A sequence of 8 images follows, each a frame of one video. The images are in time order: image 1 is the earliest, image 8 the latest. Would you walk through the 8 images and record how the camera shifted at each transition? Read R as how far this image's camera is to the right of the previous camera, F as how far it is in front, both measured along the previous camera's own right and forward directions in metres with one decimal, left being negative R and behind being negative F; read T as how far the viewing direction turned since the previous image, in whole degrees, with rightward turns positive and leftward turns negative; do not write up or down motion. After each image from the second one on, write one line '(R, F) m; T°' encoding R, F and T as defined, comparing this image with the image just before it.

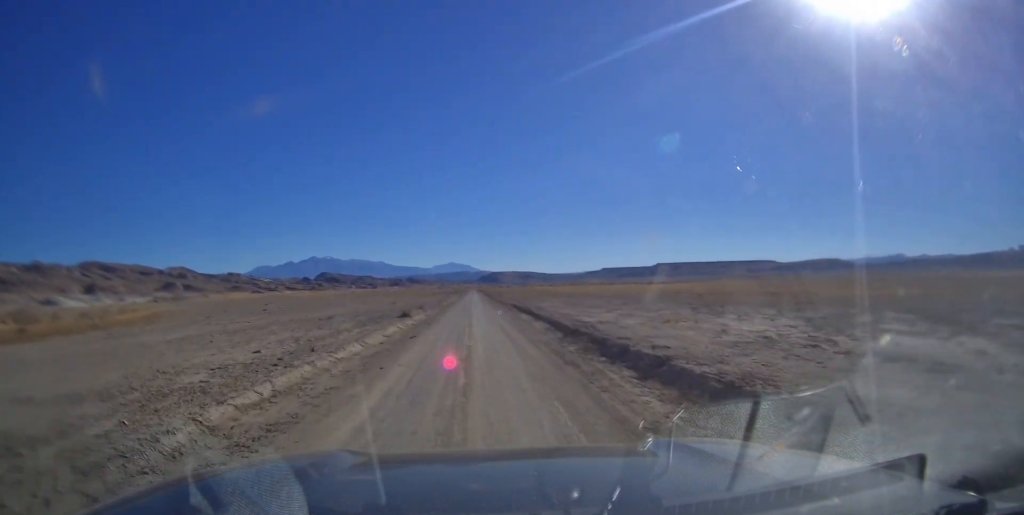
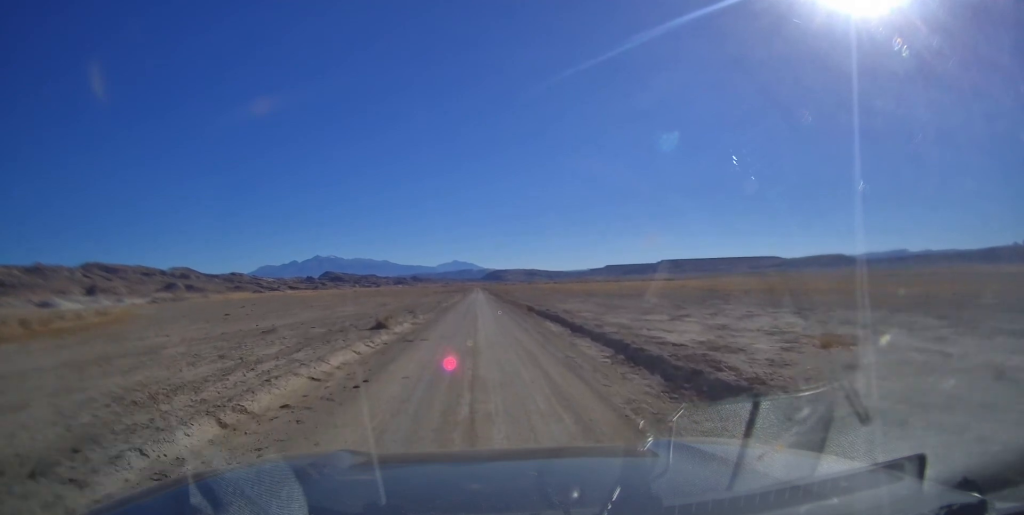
(0.0, +8.8) m; 0°
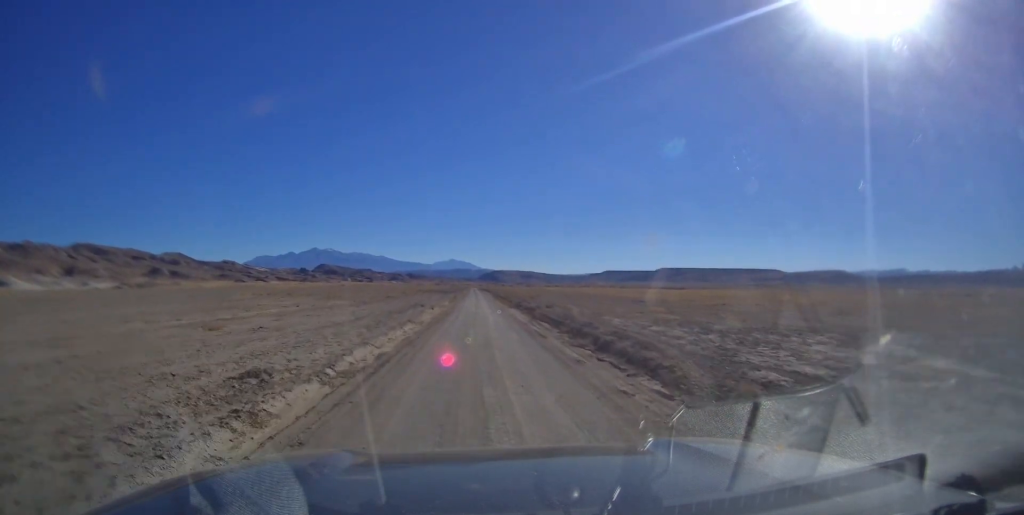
(+0.2, +47.1) m; +1°
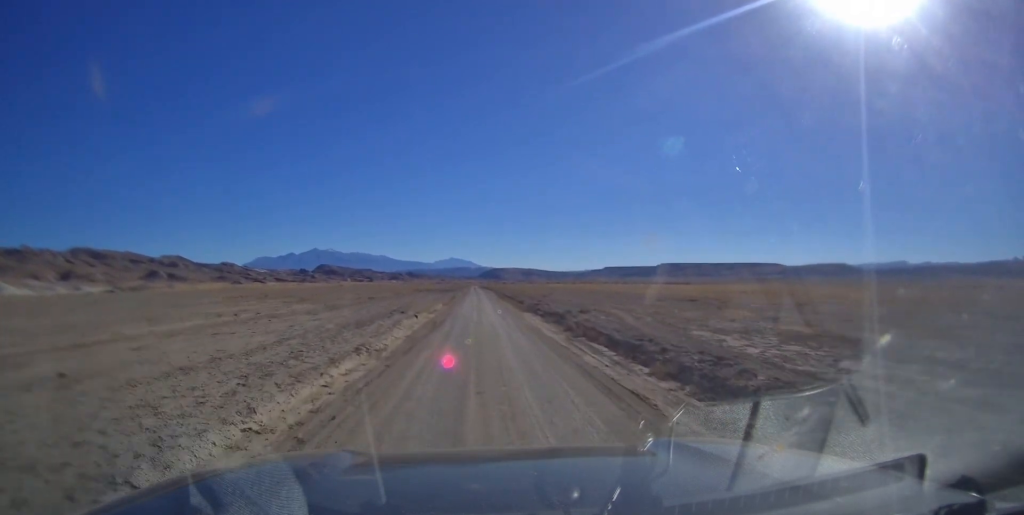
(+0.4, +10.6) m; 0°
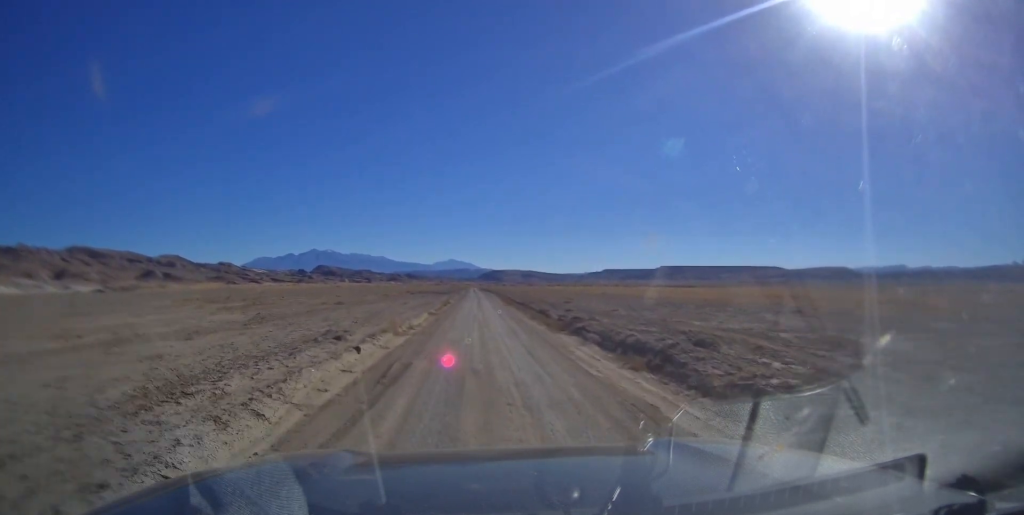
(-0.4, +13.5) m; -1°
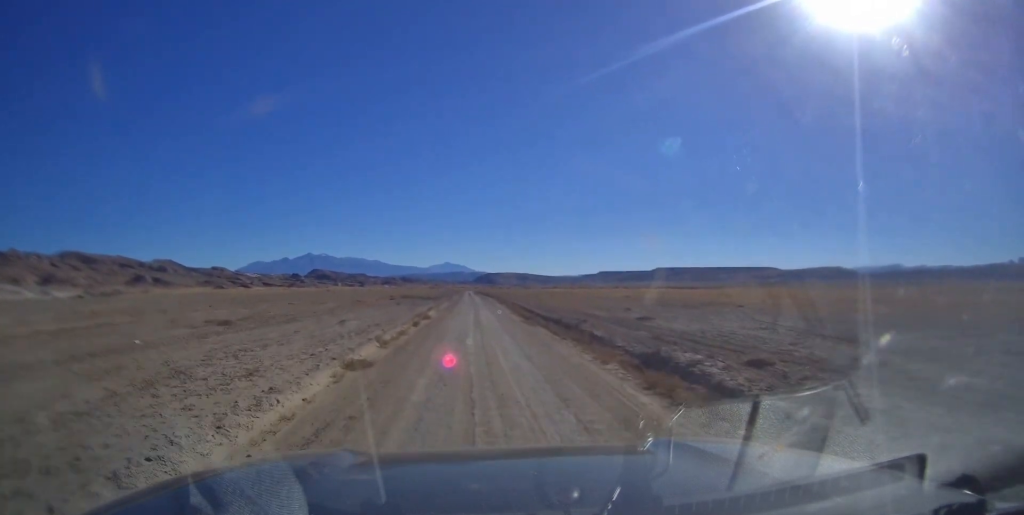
(-0.3, +20.4) m; 0°
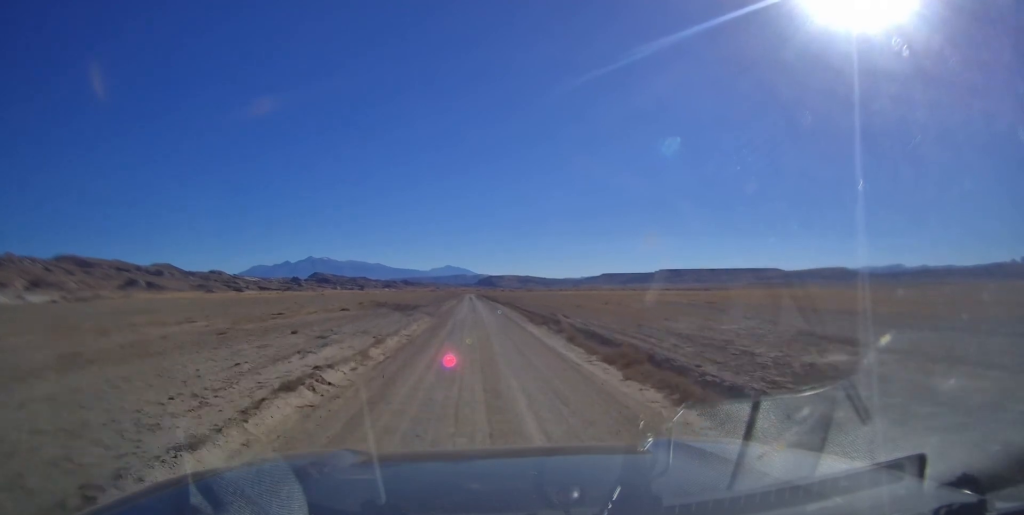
(+0.2, +30.6) m; +1°
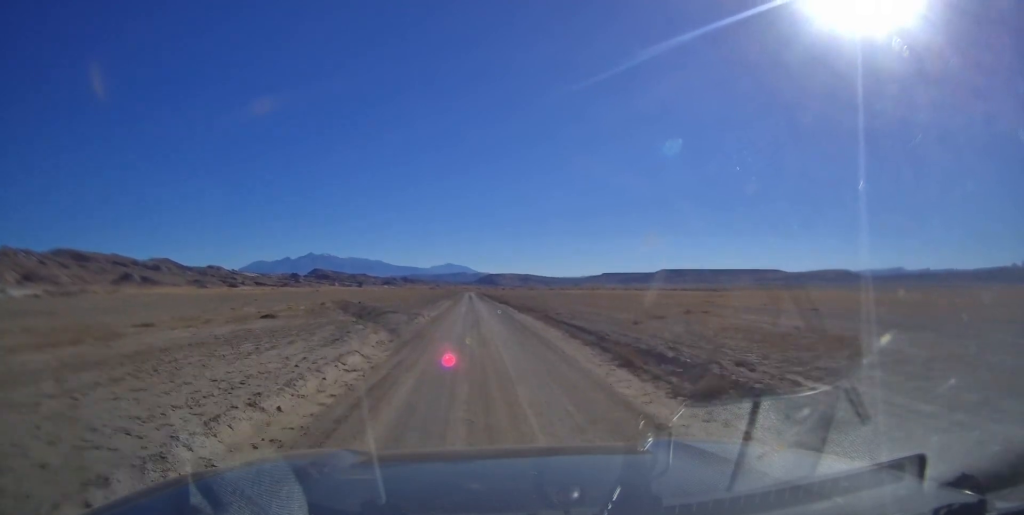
(+0.4, +18.2) m; 0°
